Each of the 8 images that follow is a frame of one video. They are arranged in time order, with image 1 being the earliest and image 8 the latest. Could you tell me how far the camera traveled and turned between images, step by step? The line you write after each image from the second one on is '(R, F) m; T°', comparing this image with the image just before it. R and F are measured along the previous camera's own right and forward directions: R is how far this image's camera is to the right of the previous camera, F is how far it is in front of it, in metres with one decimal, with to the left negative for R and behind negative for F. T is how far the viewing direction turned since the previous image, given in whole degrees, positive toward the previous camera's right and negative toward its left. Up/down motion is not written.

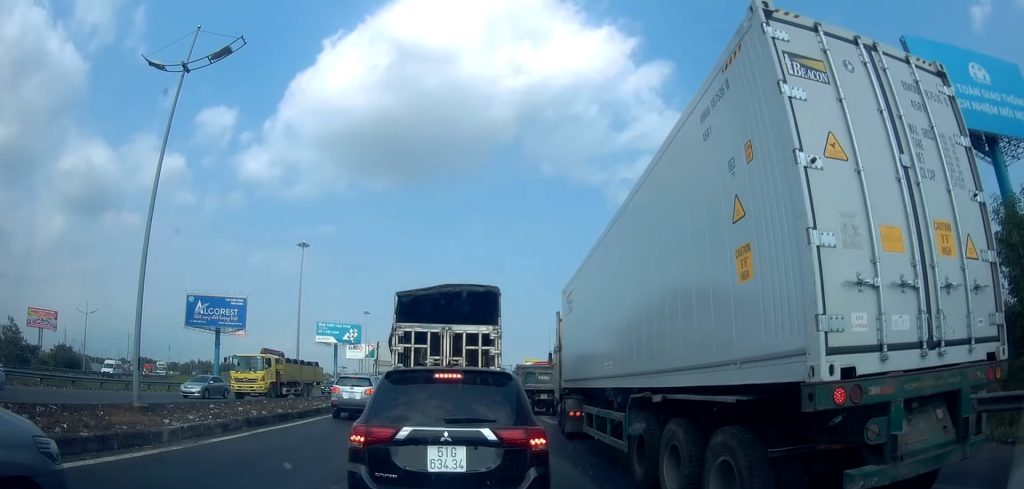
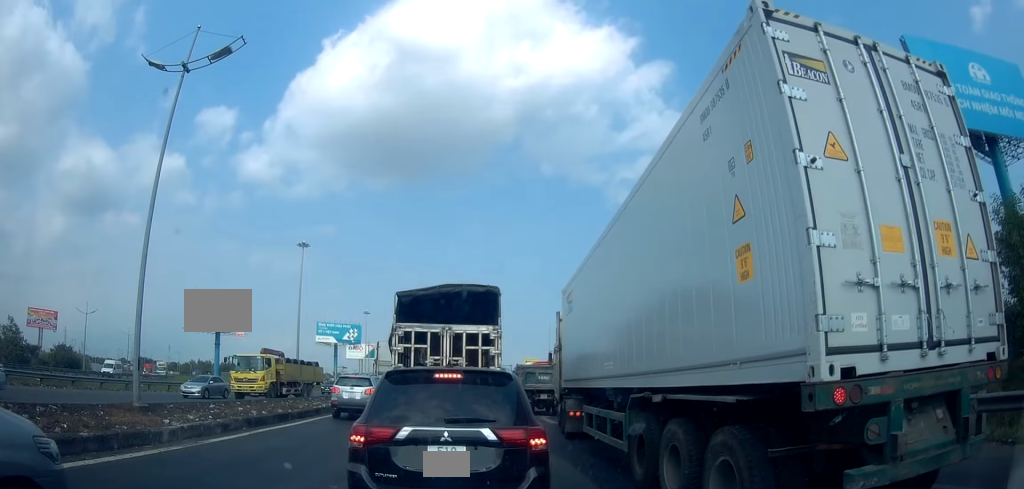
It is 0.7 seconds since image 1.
(0.0, +0.6) m; 0°
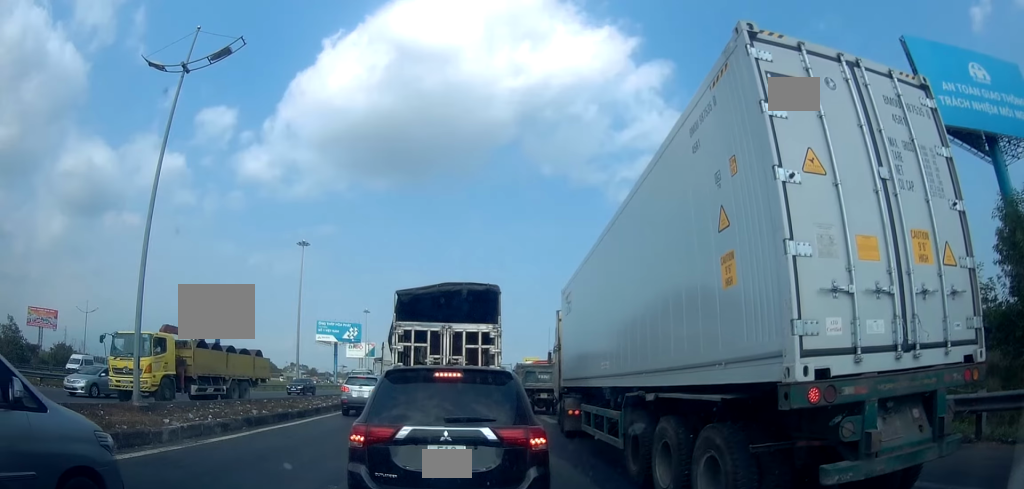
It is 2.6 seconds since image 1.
(0.0, +0.1) m; 0°
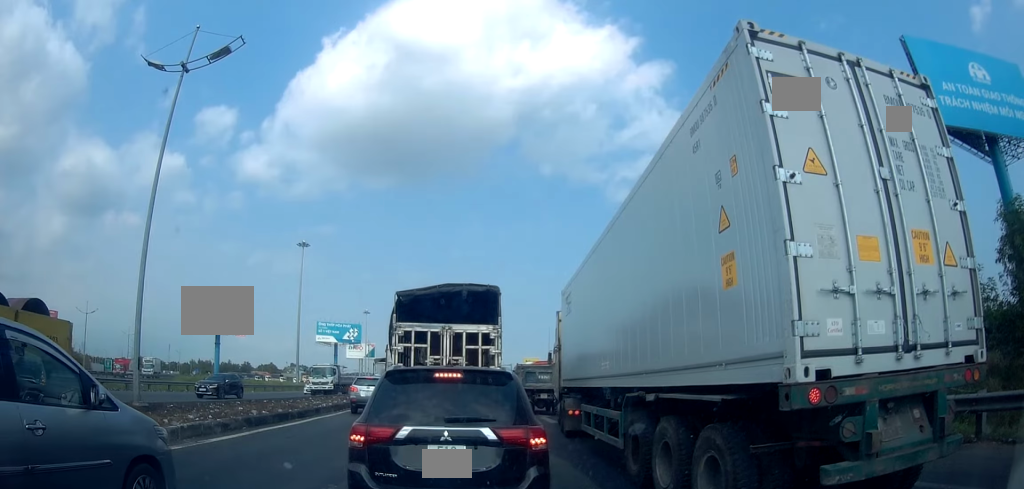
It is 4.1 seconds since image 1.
(0.0, 0.0) m; 0°
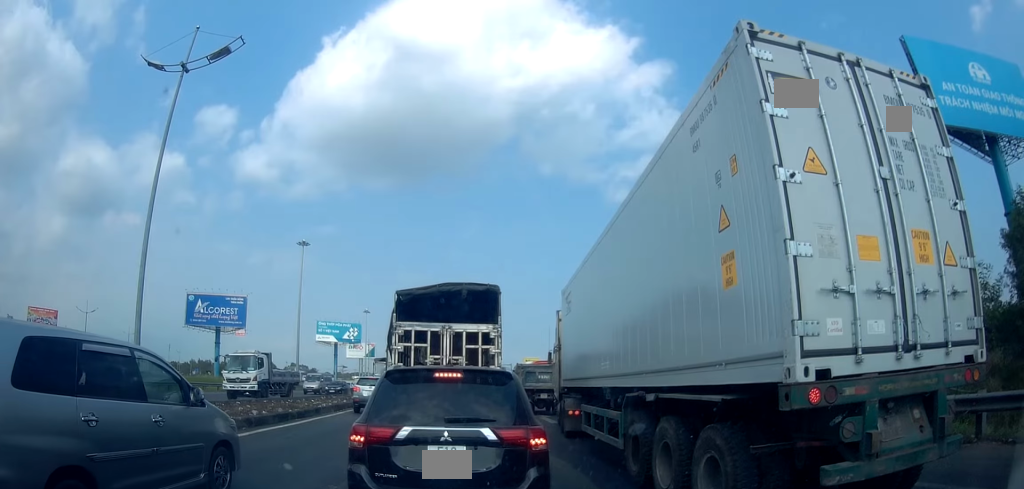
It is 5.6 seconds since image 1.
(0.0, 0.0) m; 0°
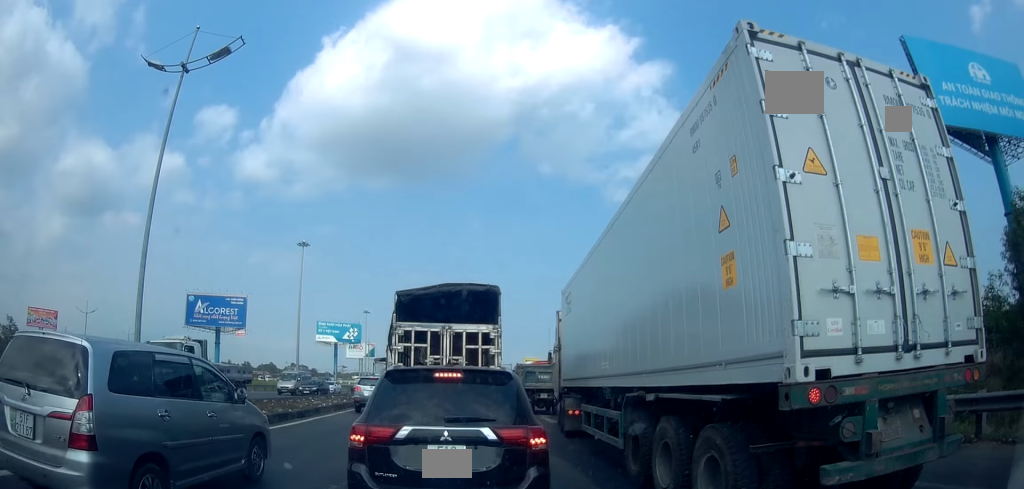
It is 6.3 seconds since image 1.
(0.0, 0.0) m; 0°
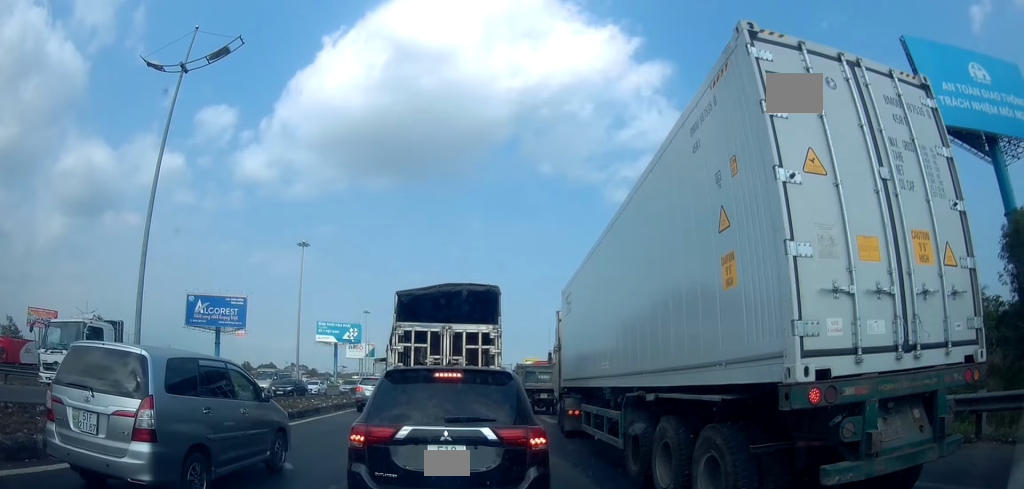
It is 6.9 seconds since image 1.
(0.0, 0.0) m; 0°
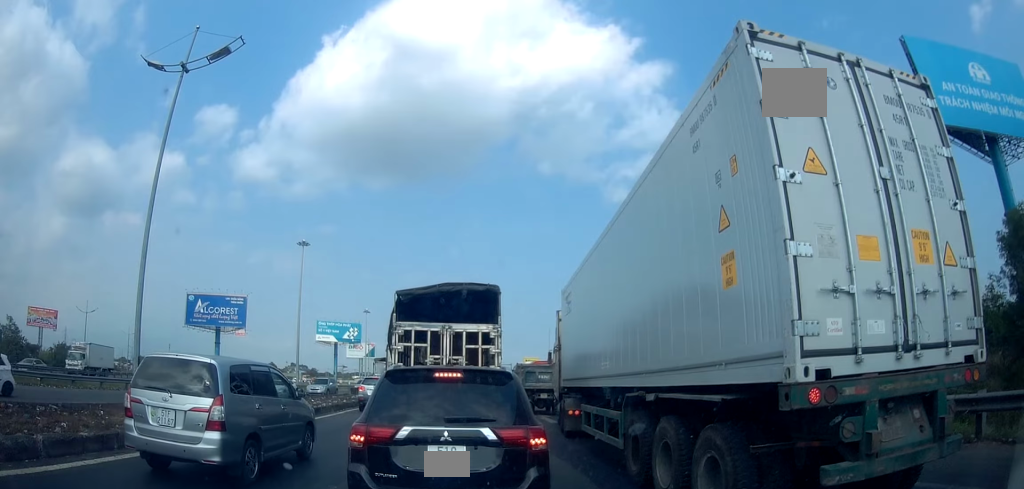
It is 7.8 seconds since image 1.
(0.0, 0.0) m; 0°
